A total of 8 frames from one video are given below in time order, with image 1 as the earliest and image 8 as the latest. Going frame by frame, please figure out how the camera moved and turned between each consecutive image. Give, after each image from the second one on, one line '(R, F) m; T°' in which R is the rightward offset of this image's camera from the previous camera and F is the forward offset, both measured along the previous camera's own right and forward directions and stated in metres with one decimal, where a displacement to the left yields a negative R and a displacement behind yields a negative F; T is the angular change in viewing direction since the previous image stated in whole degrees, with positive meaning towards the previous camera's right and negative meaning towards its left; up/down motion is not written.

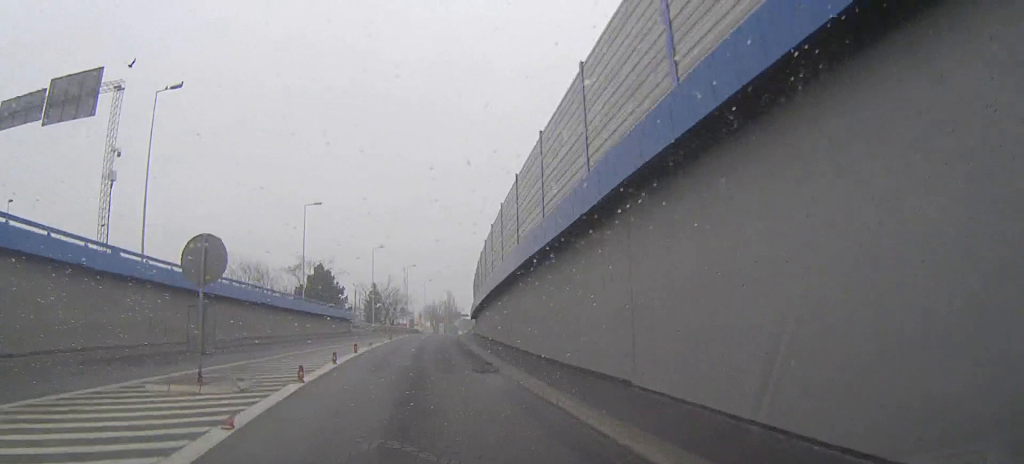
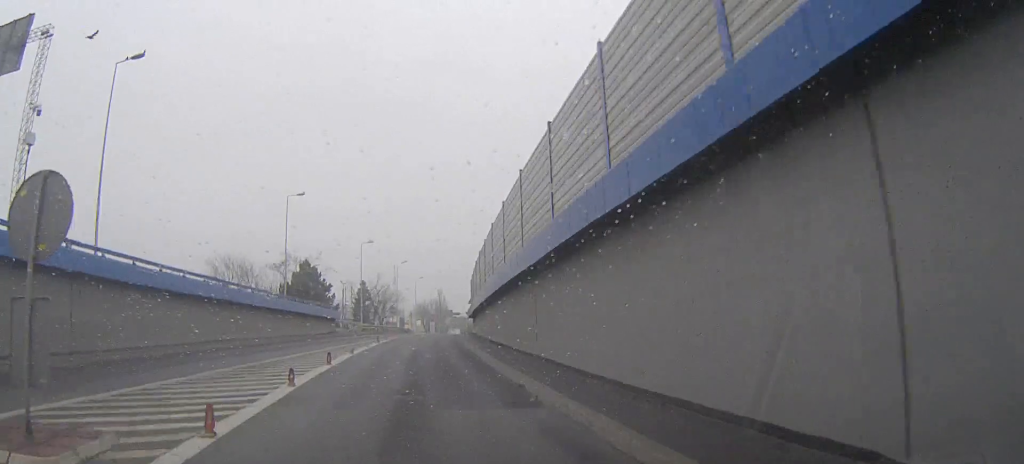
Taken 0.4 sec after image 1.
(-0.2, +6.1) m; 0°
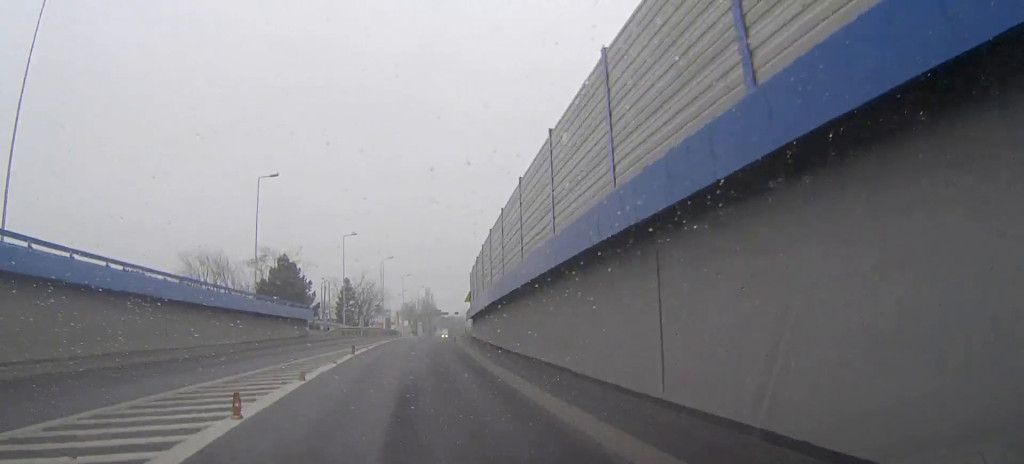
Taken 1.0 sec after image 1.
(-0.3, +8.6) m; 0°
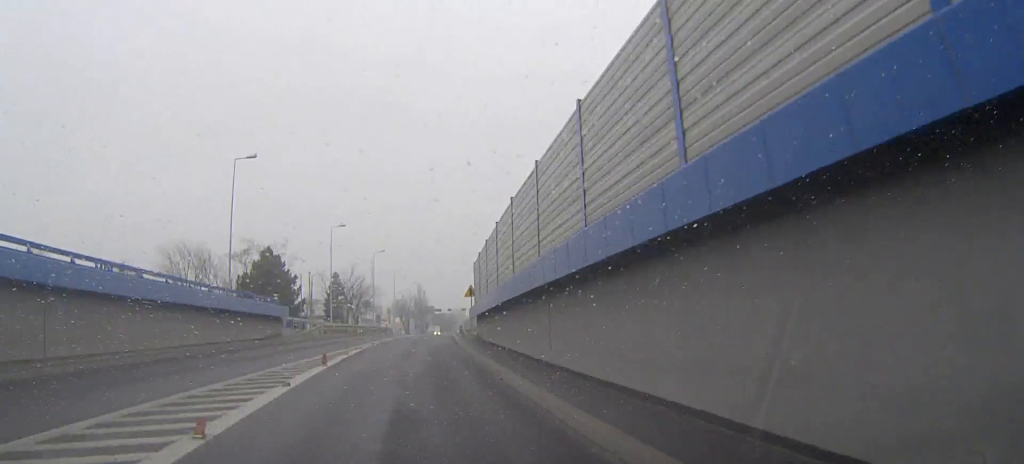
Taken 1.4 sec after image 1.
(+0.2, +6.7) m; +1°
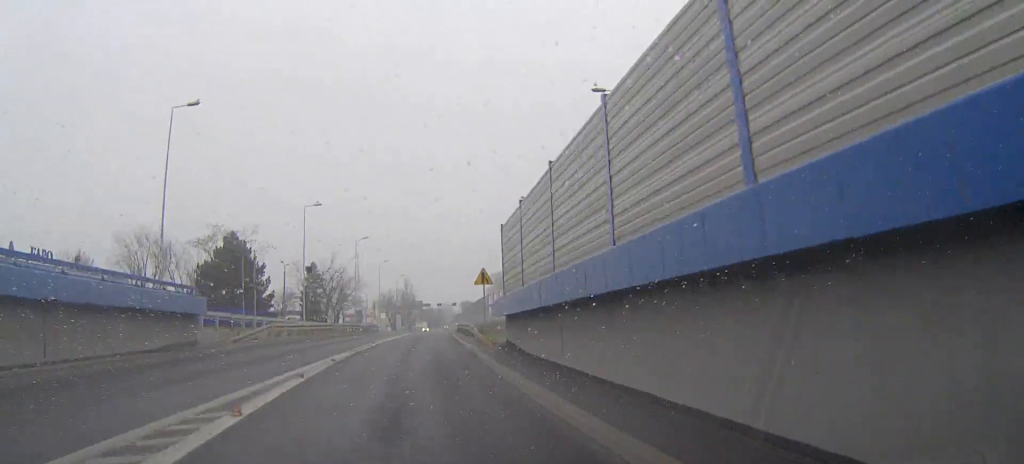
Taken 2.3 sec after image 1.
(+0.2, +13.3) m; +1°
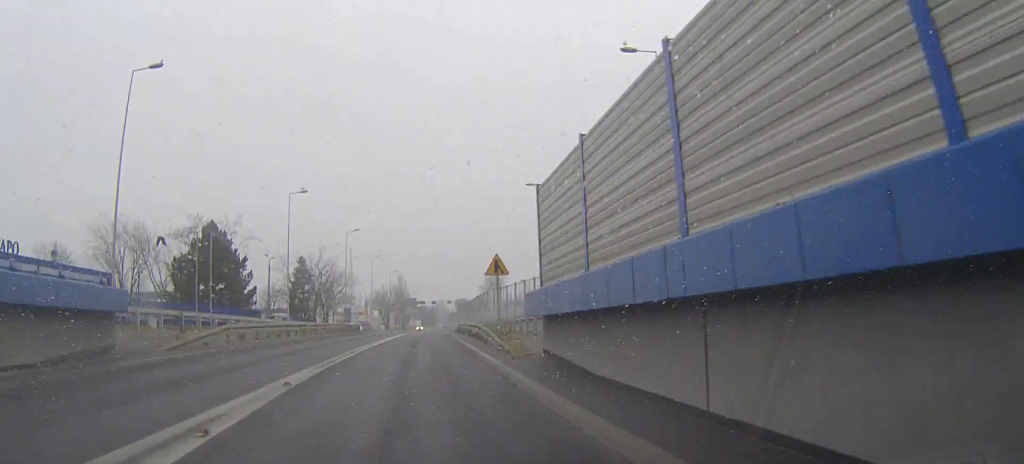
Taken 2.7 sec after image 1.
(+0.1, +6.6) m; 0°
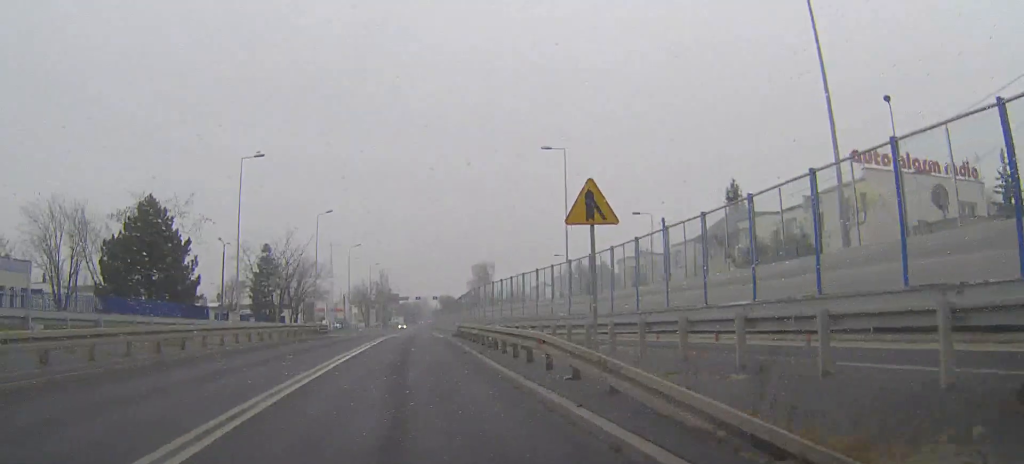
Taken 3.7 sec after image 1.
(0.0, +14.6) m; +1°
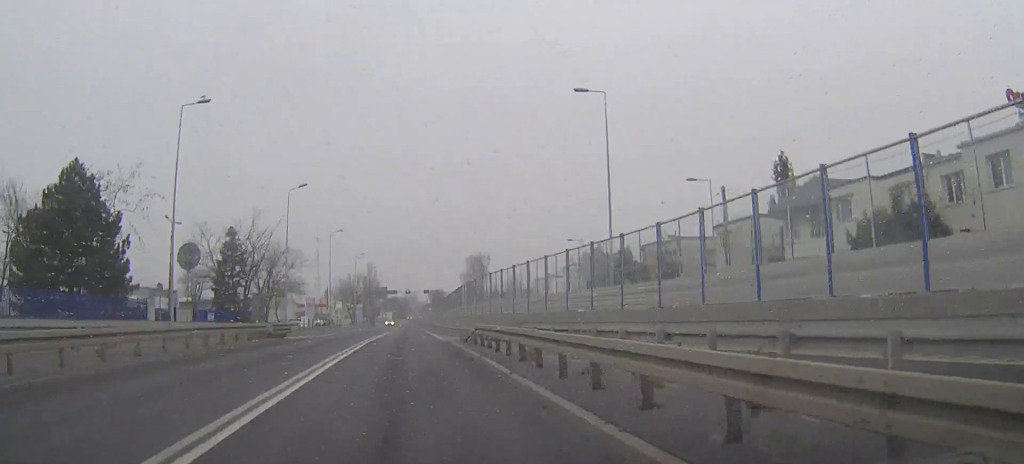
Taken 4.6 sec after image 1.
(+0.3, +13.5) m; +2°
